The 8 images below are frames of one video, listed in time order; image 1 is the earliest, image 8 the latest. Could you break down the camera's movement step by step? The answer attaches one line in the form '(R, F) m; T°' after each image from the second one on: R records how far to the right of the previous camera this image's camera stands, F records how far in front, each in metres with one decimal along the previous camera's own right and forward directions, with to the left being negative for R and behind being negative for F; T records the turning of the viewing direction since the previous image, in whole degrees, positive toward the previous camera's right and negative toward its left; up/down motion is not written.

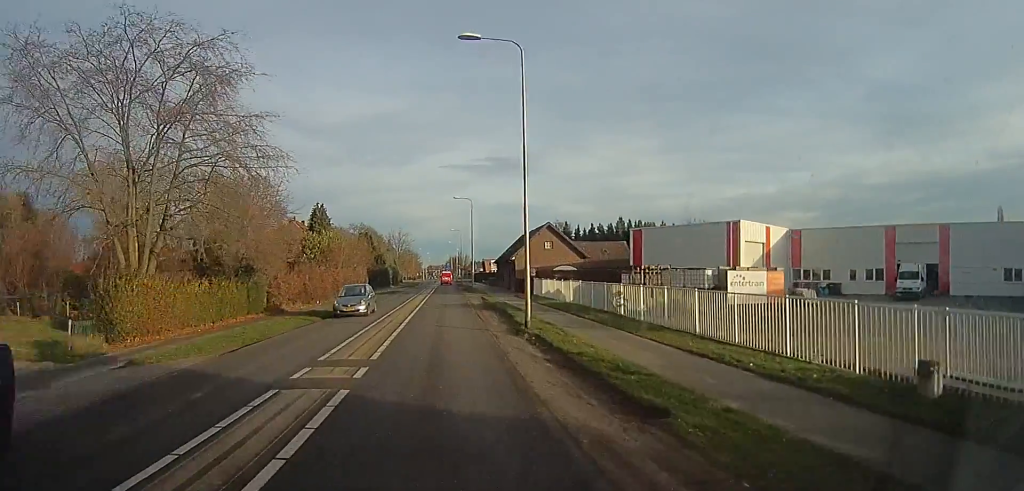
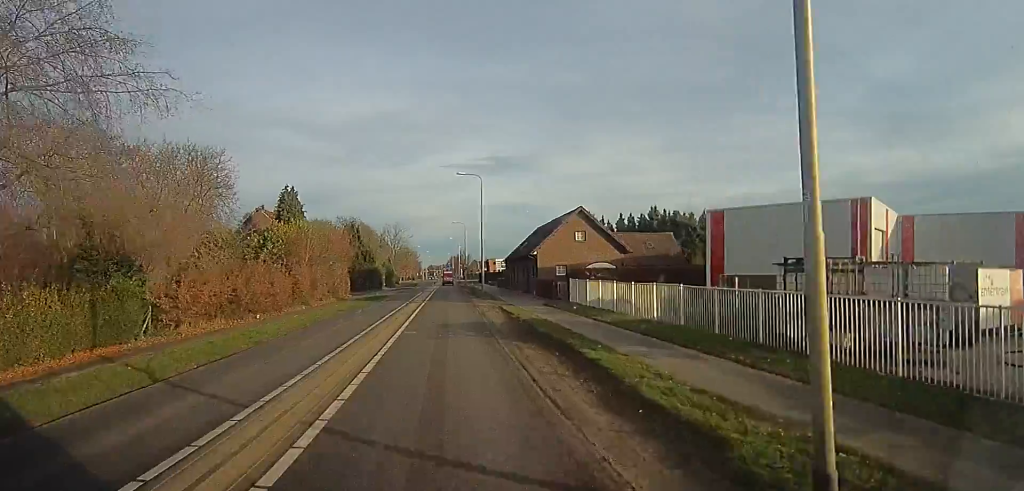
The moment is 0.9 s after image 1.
(-0.5, +13.3) m; -2°
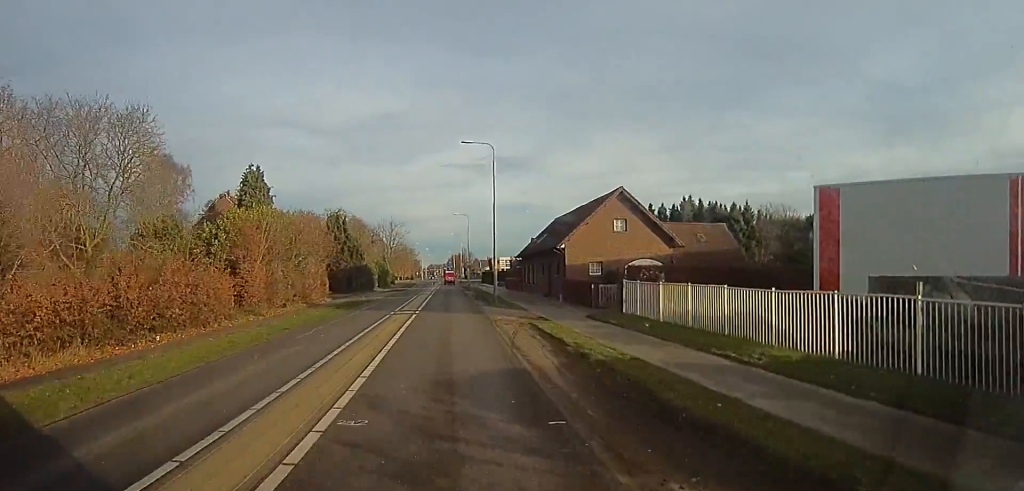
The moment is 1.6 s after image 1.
(0.0, +10.2) m; 0°
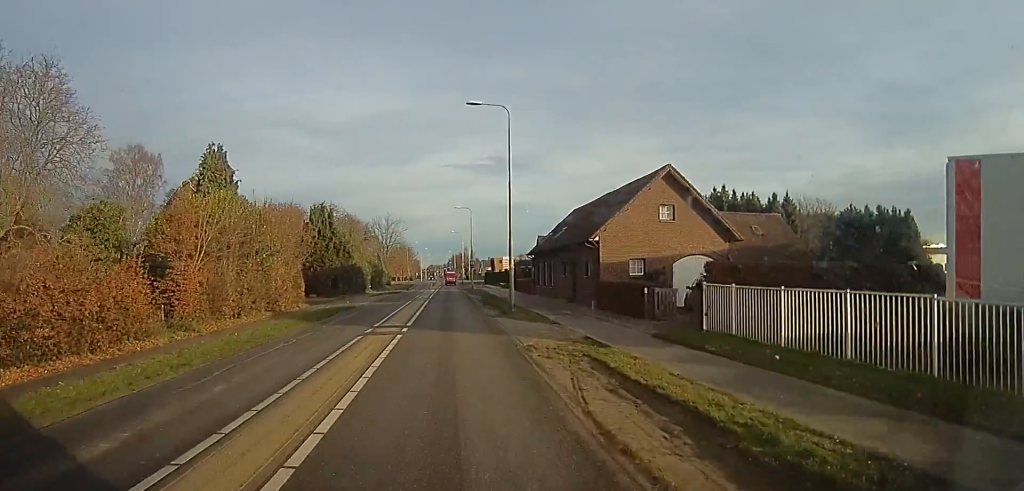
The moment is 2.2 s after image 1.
(-0.1, +7.6) m; 0°
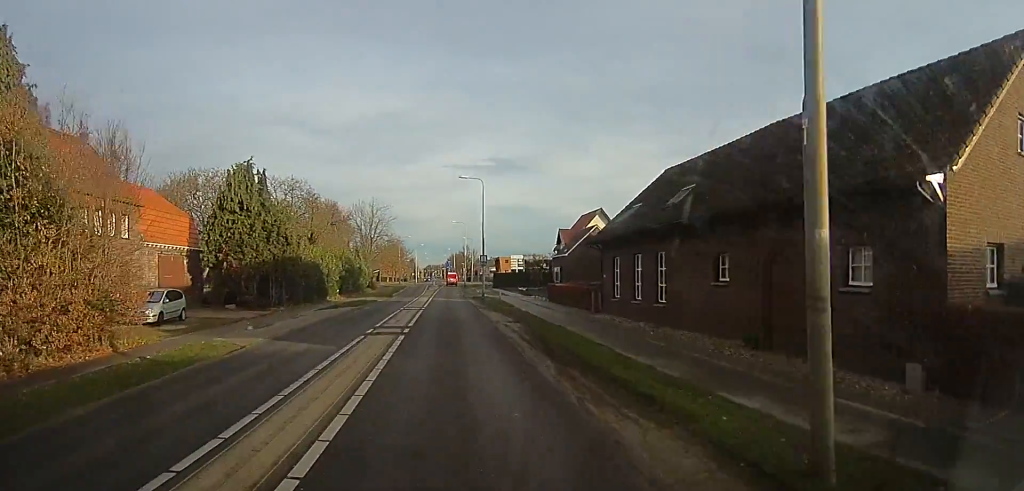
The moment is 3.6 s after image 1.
(+0.3, +20.5) m; +4°
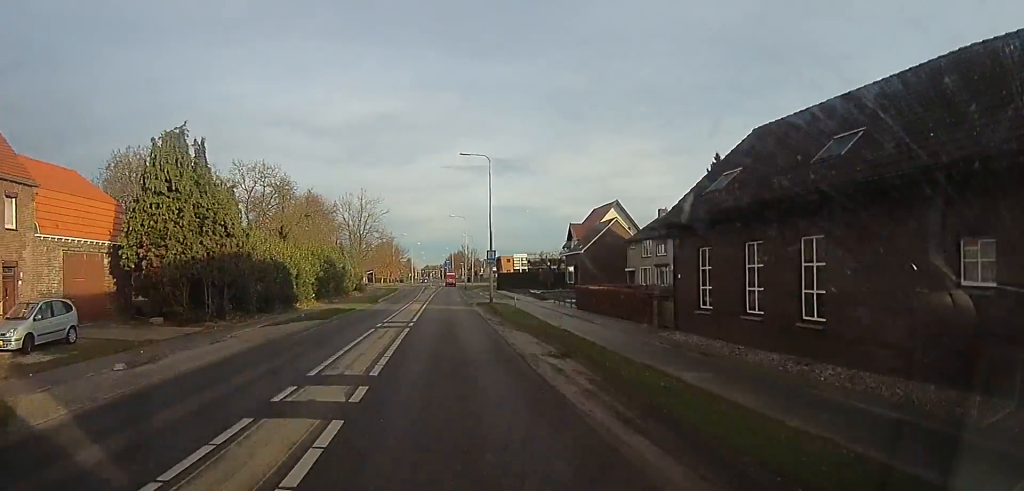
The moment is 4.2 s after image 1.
(+0.3, +8.8) m; 0°
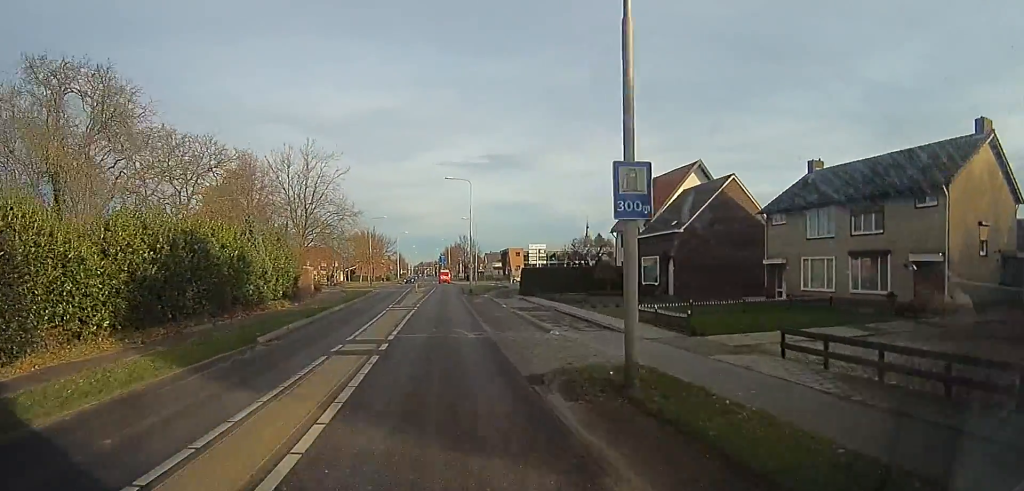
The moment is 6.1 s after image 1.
(-0.3, +26.2) m; 0°
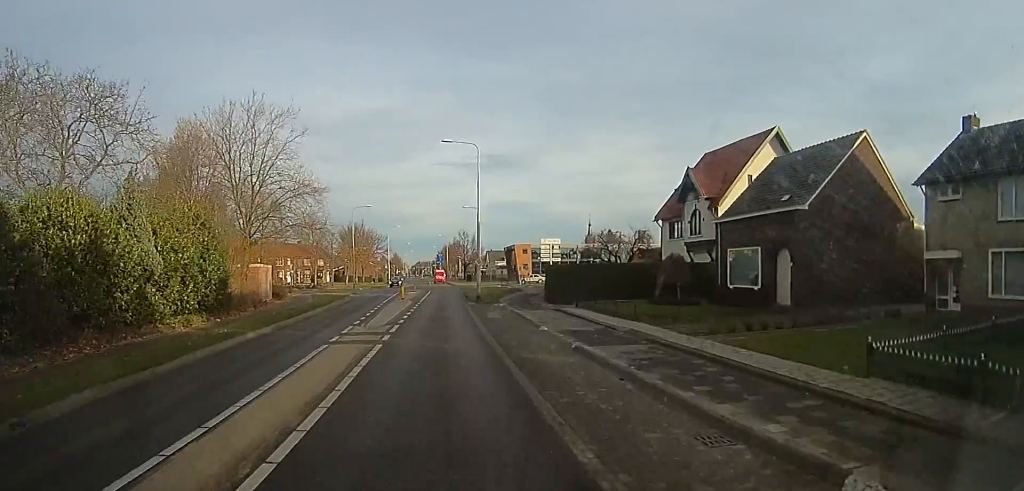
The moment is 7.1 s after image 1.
(+0.3, +12.8) m; 0°
